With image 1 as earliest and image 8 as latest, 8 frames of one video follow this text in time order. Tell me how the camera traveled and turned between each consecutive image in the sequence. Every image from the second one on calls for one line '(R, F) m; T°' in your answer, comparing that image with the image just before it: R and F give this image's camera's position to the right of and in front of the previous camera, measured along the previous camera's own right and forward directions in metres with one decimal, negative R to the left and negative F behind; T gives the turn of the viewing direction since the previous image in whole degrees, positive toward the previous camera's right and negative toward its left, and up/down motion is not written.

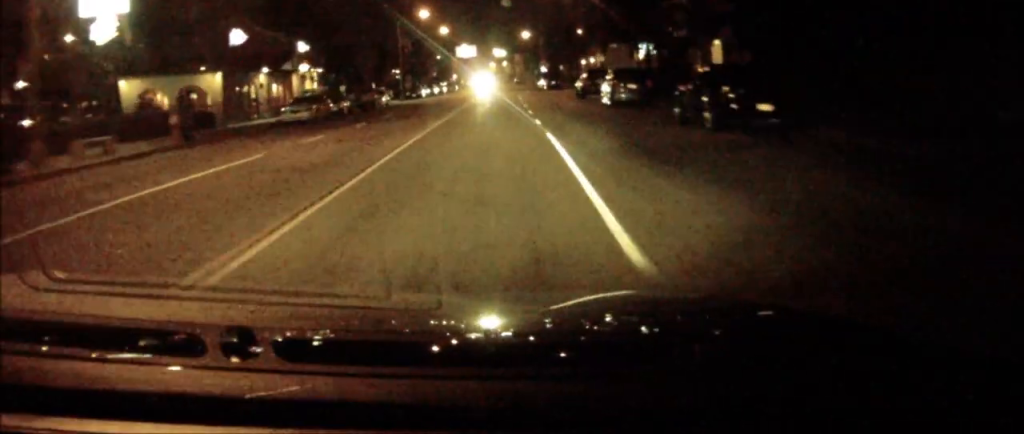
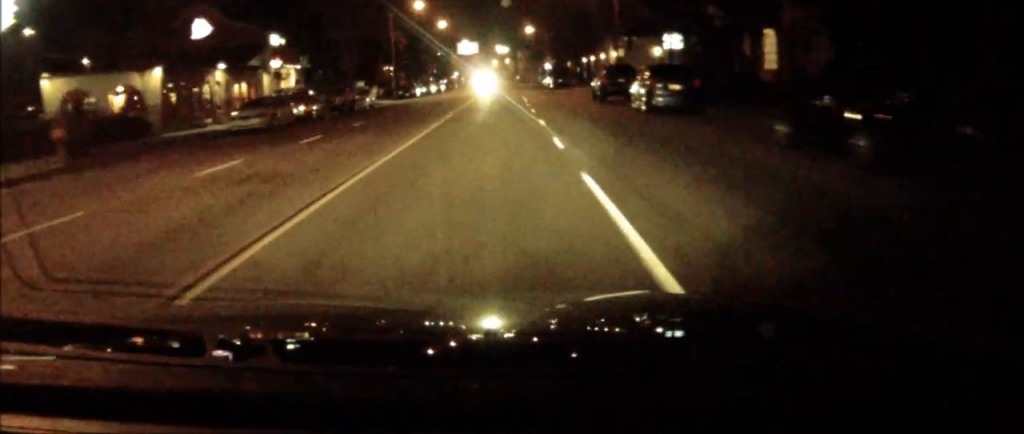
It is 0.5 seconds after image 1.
(0.0, +8.2) m; 0°
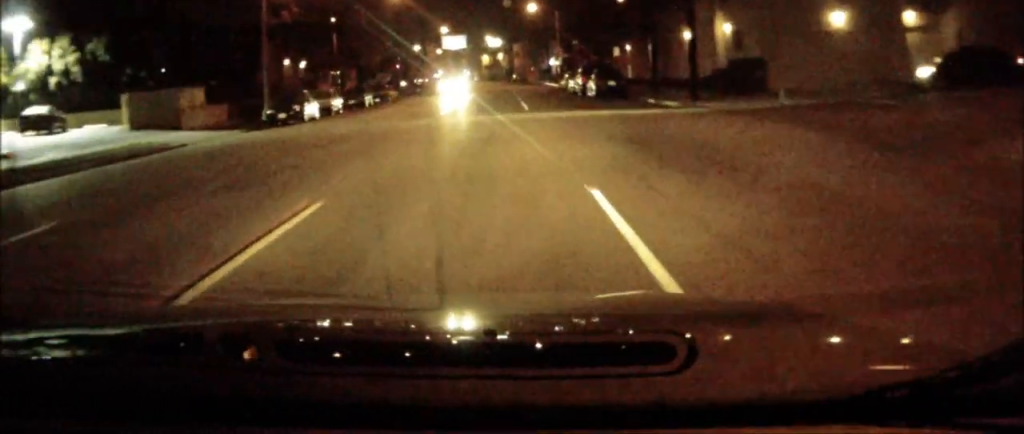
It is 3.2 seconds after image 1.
(+0.4, +43.8) m; +1°
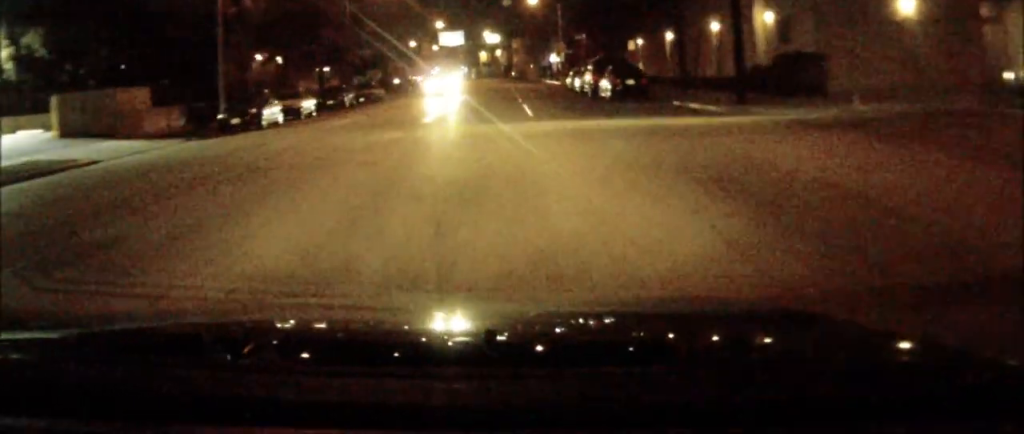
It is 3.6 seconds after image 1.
(0.0, +6.4) m; 0°
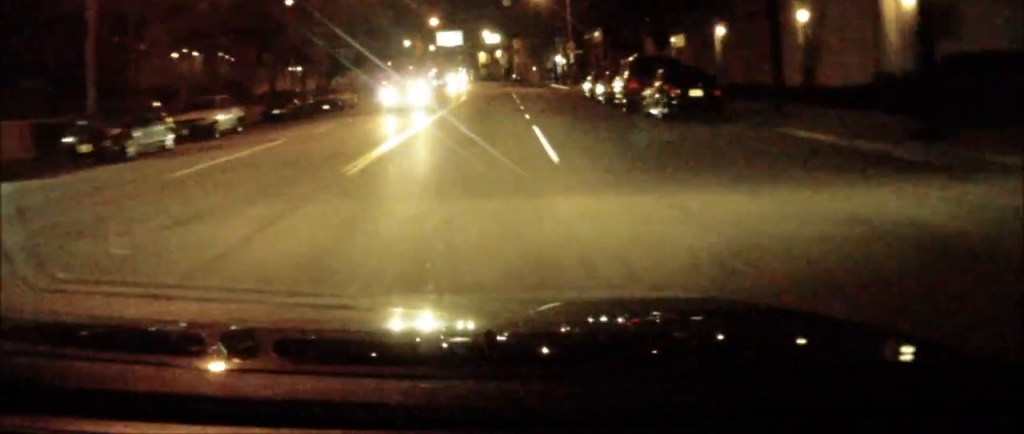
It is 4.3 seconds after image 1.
(0.0, +11.7) m; 0°
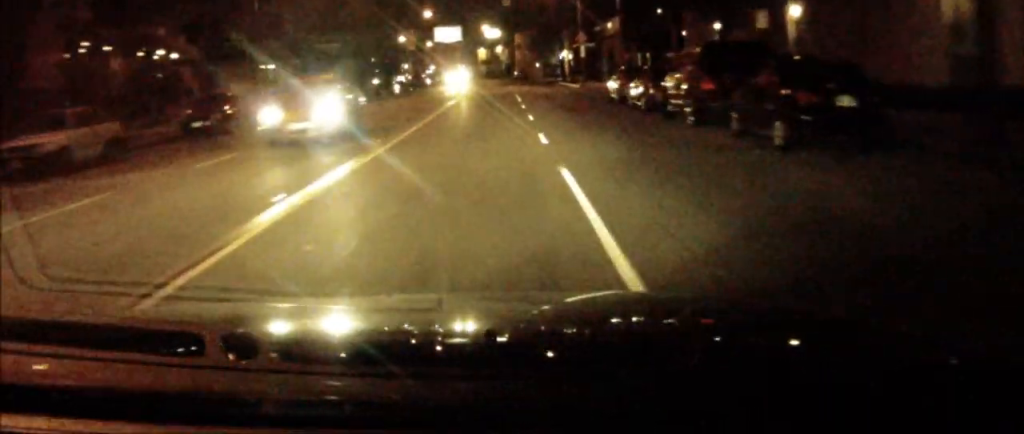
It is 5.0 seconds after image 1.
(0.0, +10.1) m; 0°
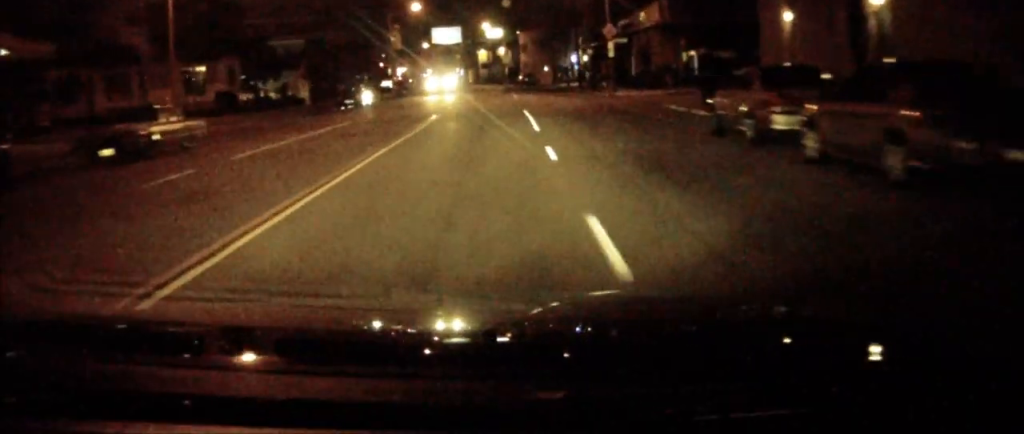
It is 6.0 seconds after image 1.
(0.0, +17.0) m; 0°
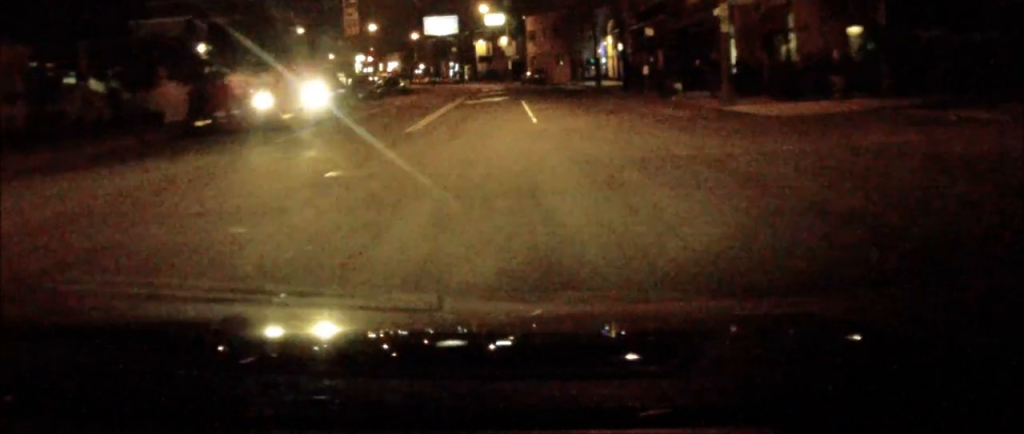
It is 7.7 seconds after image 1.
(-0.2, +26.8) m; 0°
